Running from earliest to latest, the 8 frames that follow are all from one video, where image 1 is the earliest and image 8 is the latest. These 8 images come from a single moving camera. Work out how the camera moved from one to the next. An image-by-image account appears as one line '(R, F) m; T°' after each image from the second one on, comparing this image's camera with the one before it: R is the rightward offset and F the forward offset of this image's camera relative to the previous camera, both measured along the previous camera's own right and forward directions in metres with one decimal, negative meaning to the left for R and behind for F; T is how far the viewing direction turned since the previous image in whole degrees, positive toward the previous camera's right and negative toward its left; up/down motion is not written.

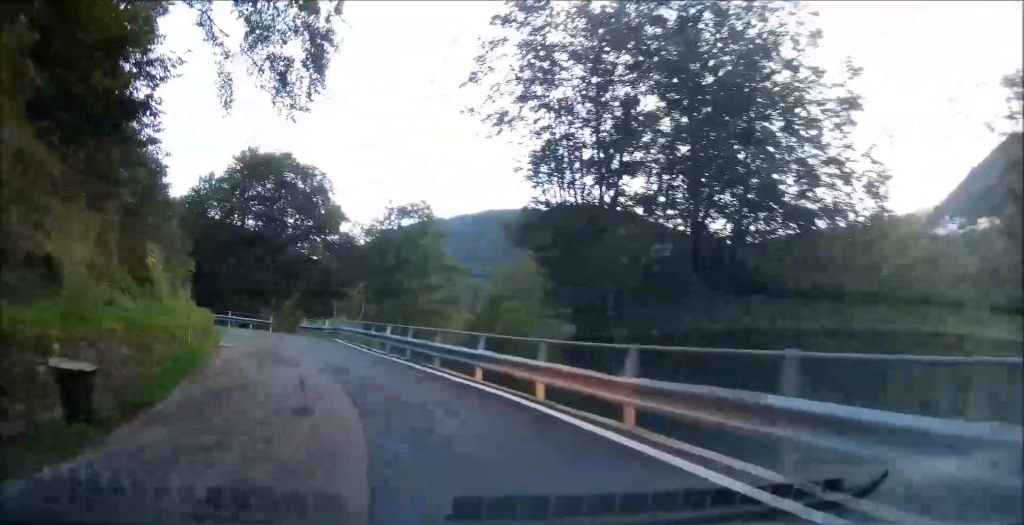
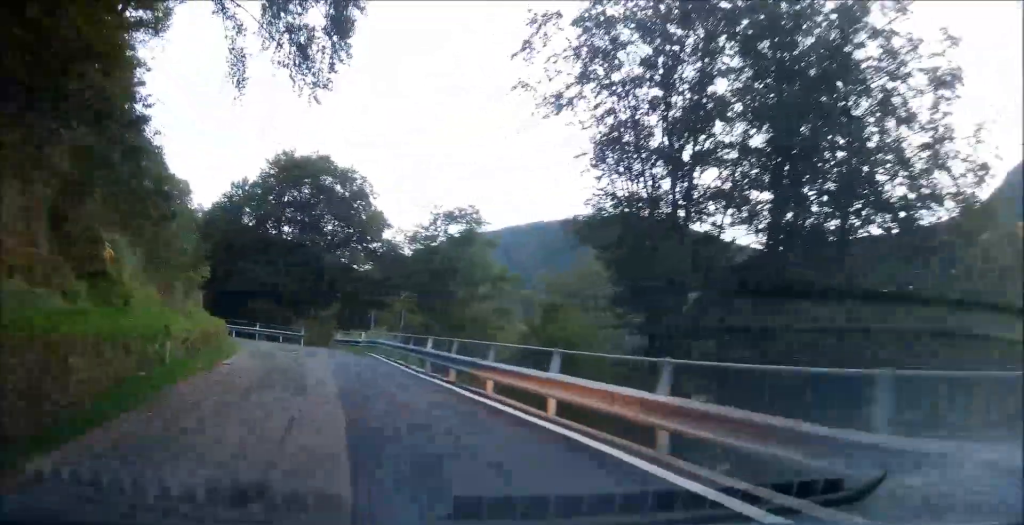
(-0.1, +4.0) m; -2°
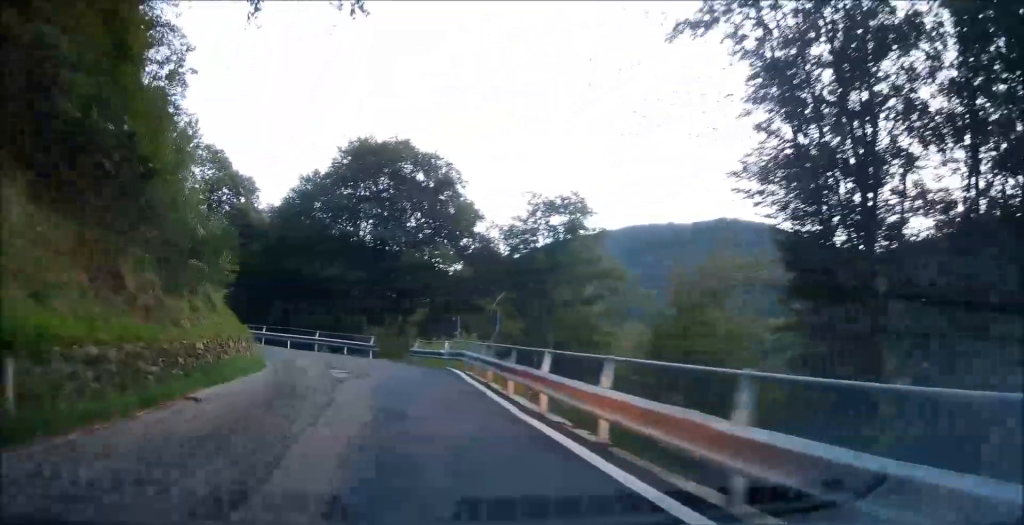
(-0.2, +7.4) m; -6°
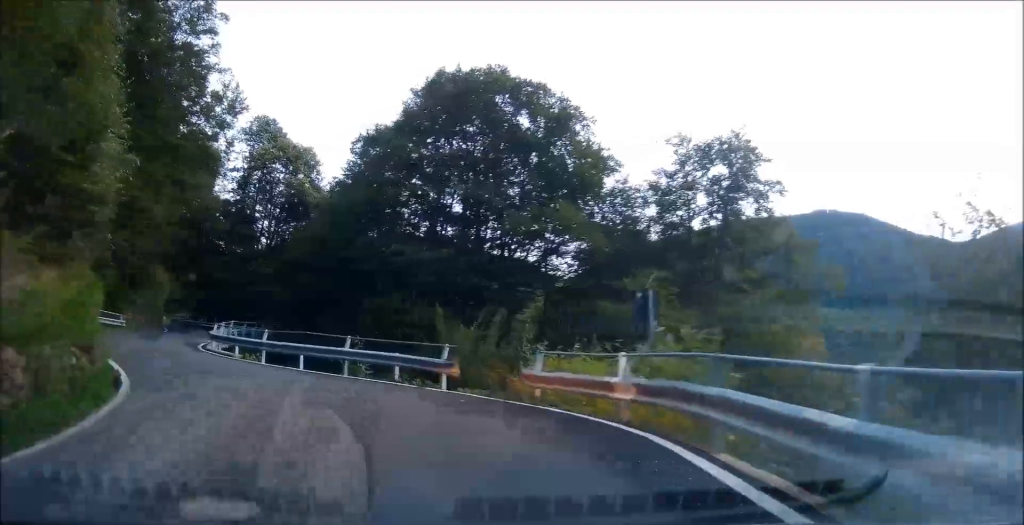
(-2.9, +15.1) m; -21°
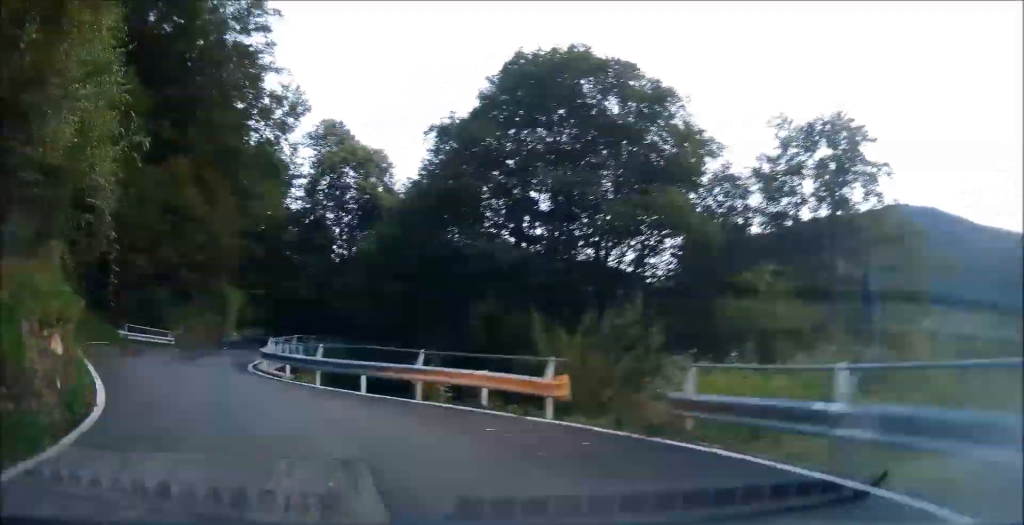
(0.0, +4.2) m; -4°
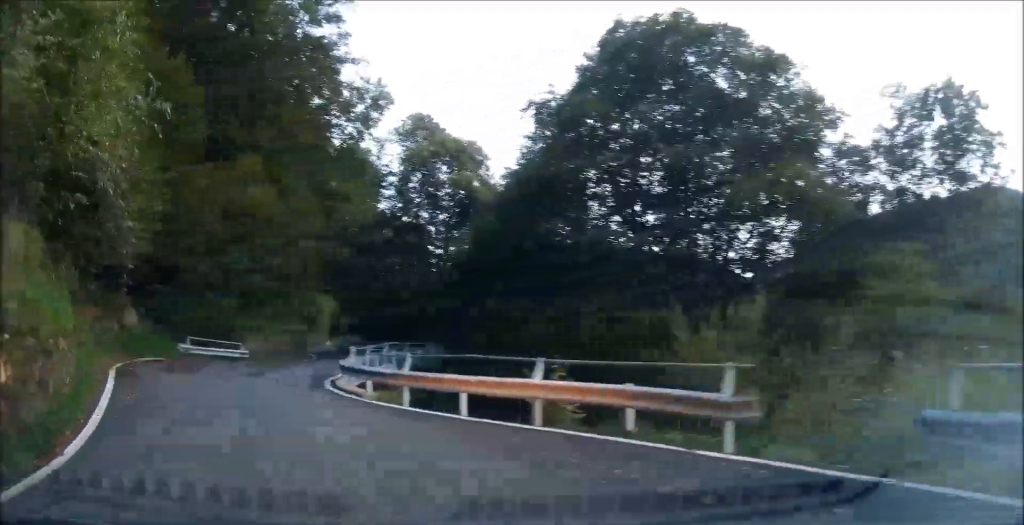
(+0.1, +3.6) m; -4°
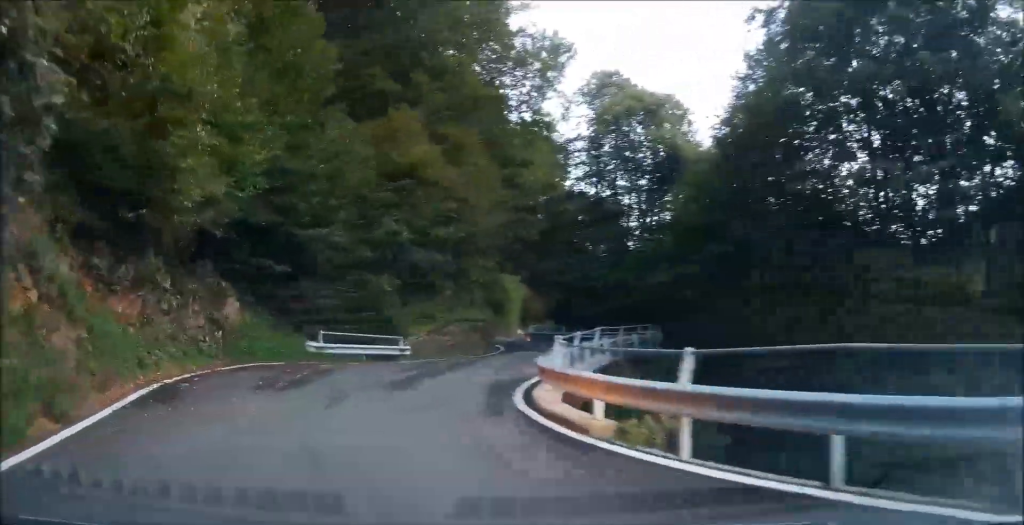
(-0.7, +6.4) m; -15°
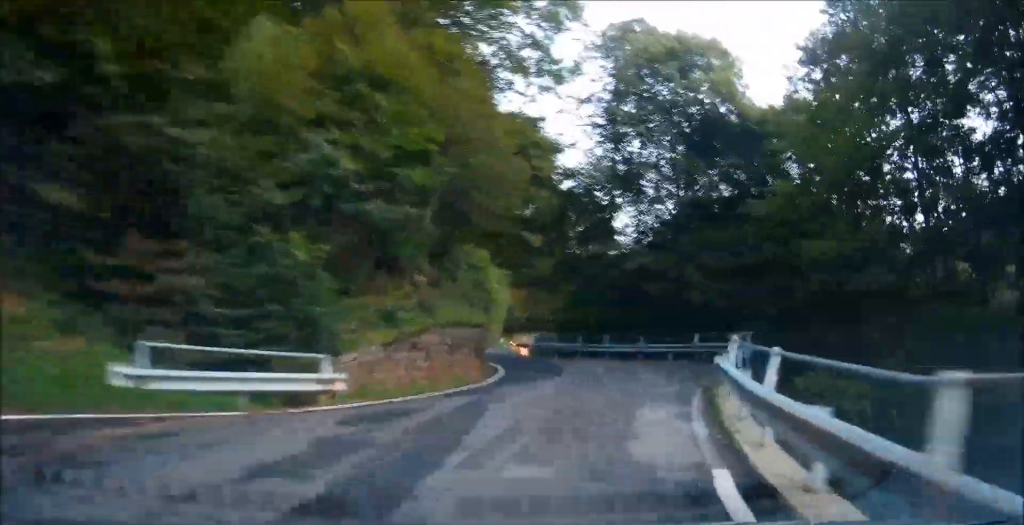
(-1.2, +10.4) m; -3°
